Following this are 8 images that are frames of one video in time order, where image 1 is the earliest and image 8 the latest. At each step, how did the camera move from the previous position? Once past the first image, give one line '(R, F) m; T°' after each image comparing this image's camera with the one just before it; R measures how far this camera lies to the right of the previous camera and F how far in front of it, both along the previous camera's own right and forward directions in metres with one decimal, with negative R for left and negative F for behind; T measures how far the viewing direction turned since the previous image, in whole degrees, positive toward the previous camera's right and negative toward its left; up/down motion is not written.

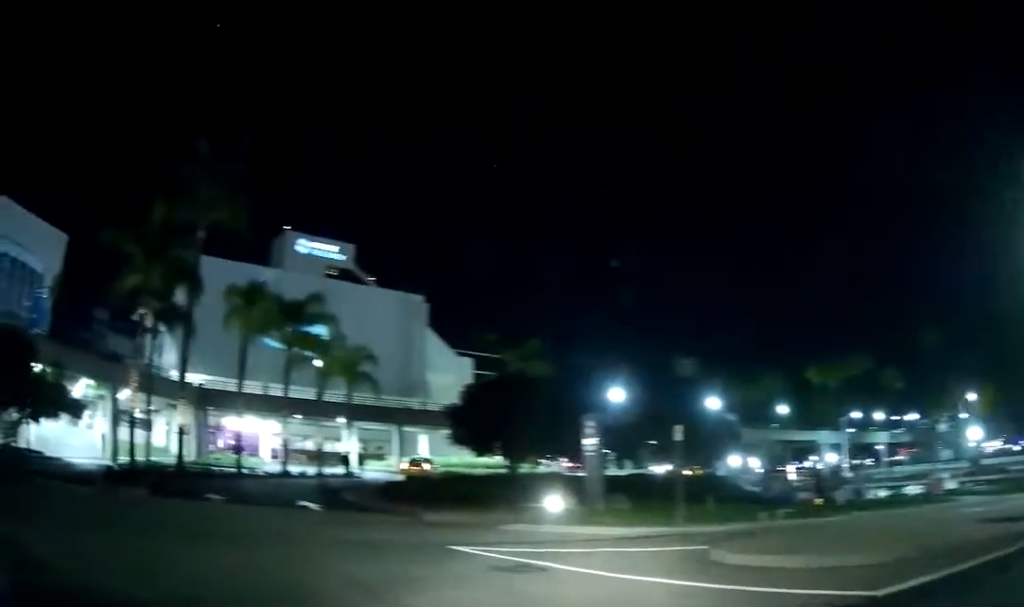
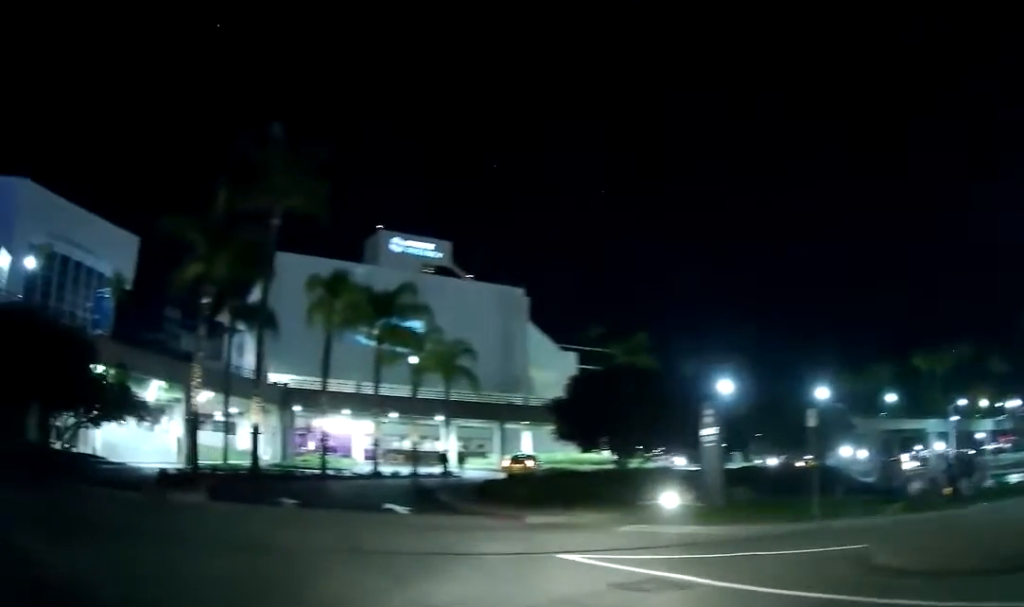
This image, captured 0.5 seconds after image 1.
(-0.1, +2.2) m; -9°
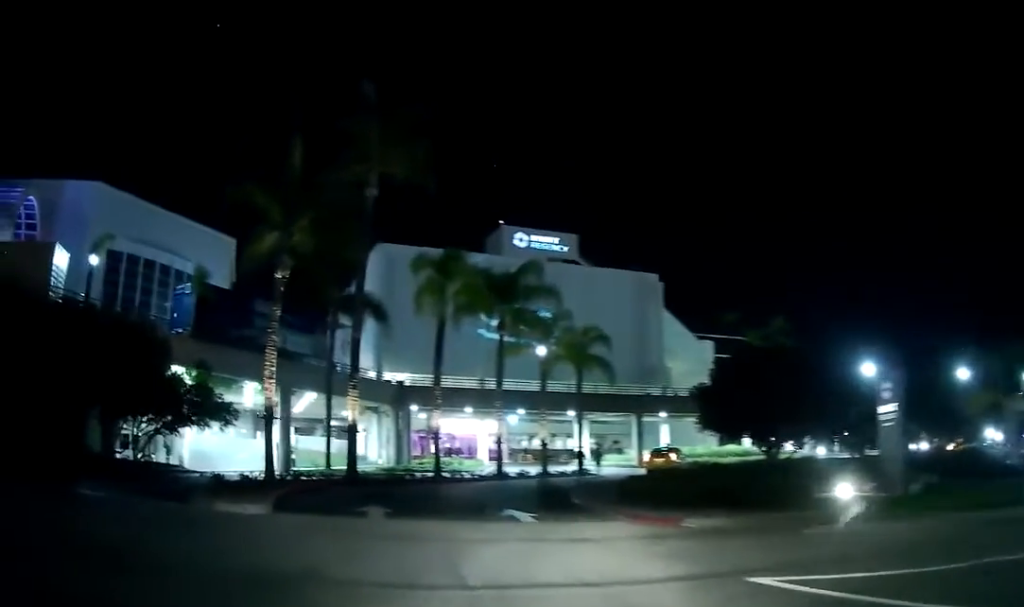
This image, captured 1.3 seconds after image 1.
(-0.7, +4.5) m; -9°
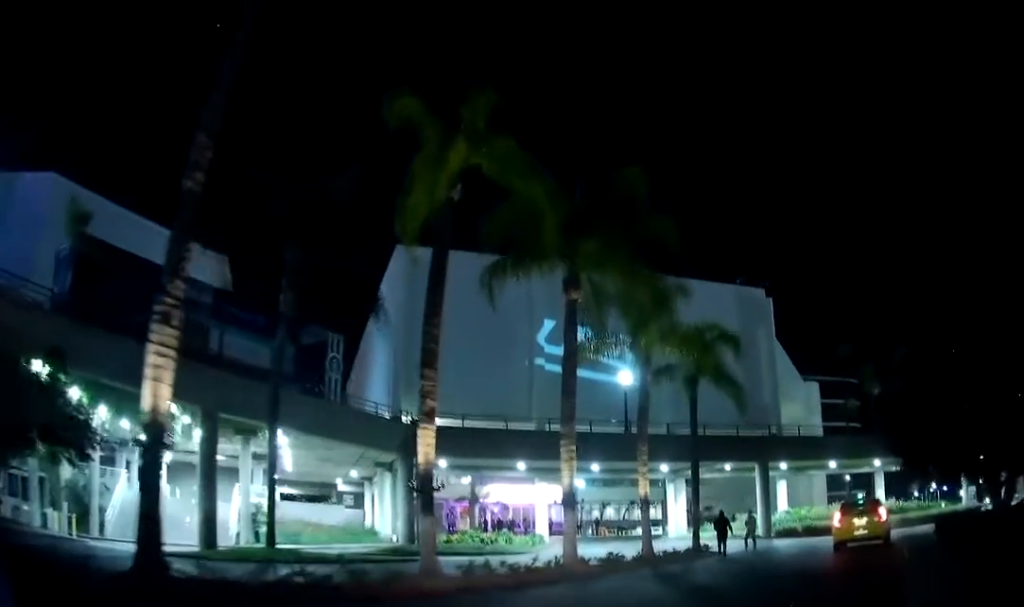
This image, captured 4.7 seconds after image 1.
(-1.8, +19.6) m; -2°
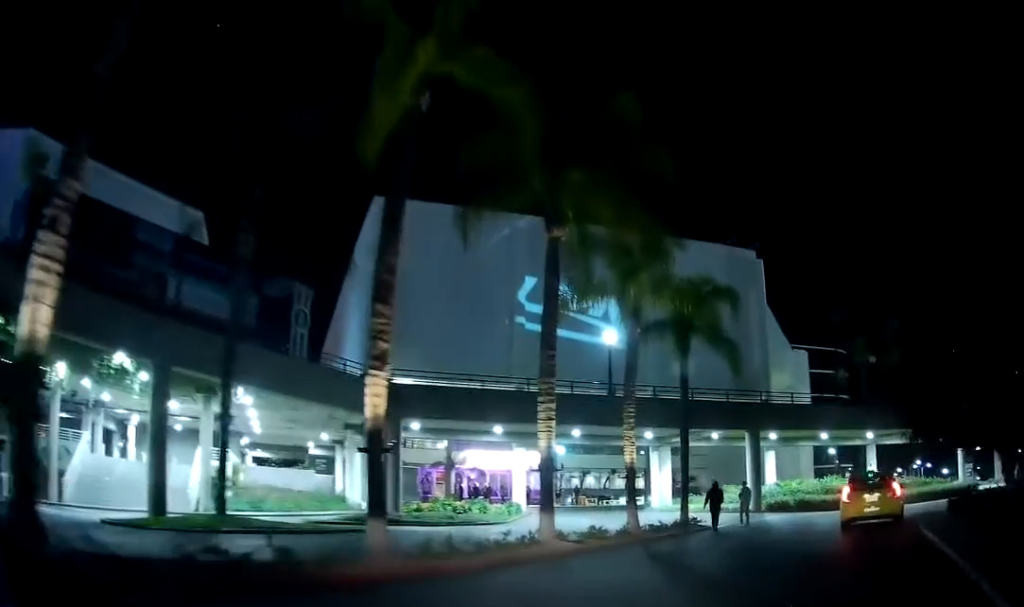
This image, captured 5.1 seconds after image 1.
(0.0, +2.4) m; +2°
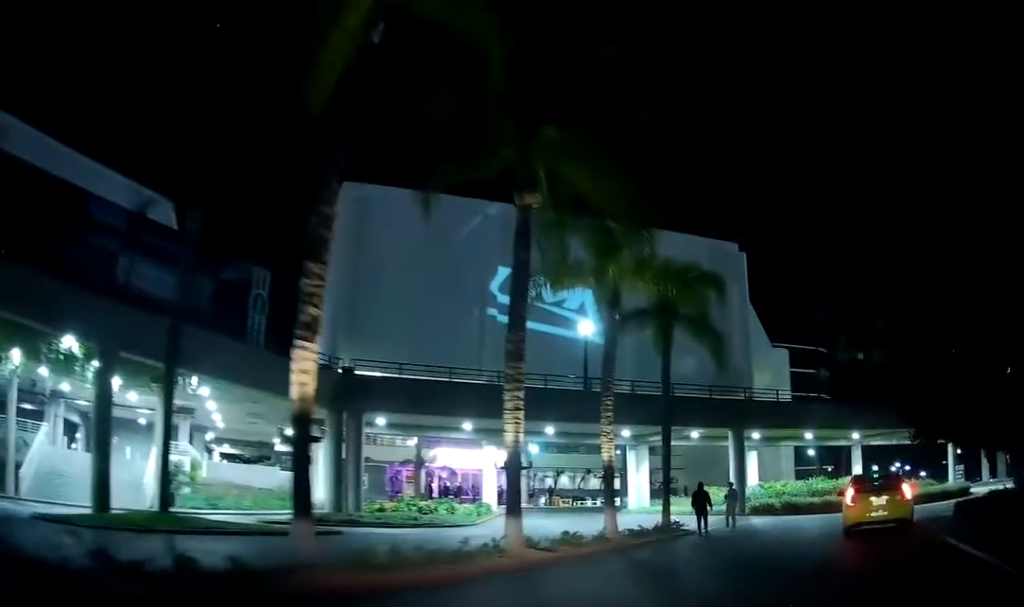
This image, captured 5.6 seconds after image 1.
(0.0, +2.3) m; +1°
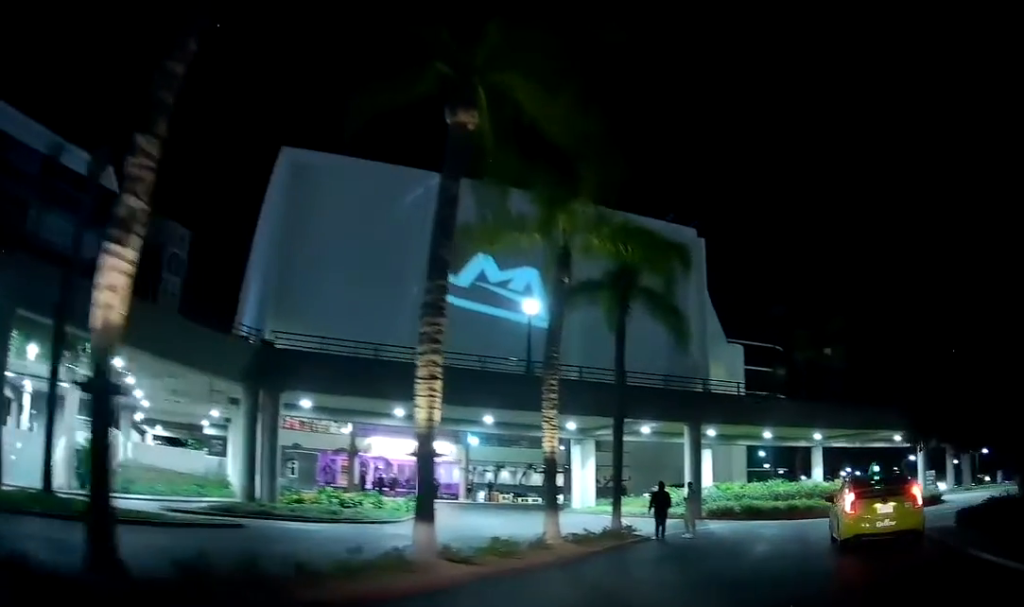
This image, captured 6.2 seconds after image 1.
(+0.1, +3.5) m; +2°
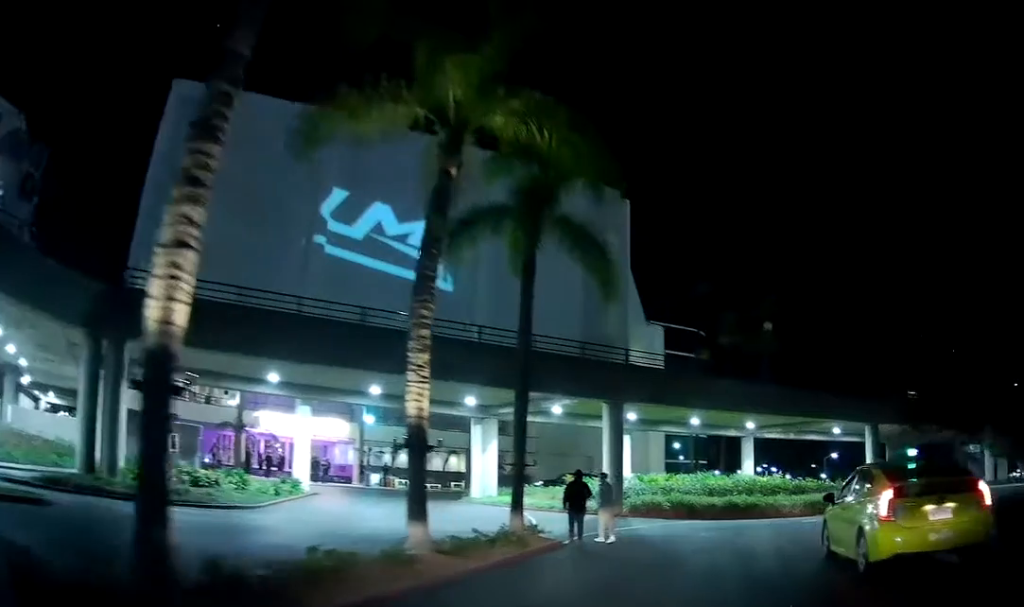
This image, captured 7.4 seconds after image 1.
(+0.2, +5.7) m; +8°
